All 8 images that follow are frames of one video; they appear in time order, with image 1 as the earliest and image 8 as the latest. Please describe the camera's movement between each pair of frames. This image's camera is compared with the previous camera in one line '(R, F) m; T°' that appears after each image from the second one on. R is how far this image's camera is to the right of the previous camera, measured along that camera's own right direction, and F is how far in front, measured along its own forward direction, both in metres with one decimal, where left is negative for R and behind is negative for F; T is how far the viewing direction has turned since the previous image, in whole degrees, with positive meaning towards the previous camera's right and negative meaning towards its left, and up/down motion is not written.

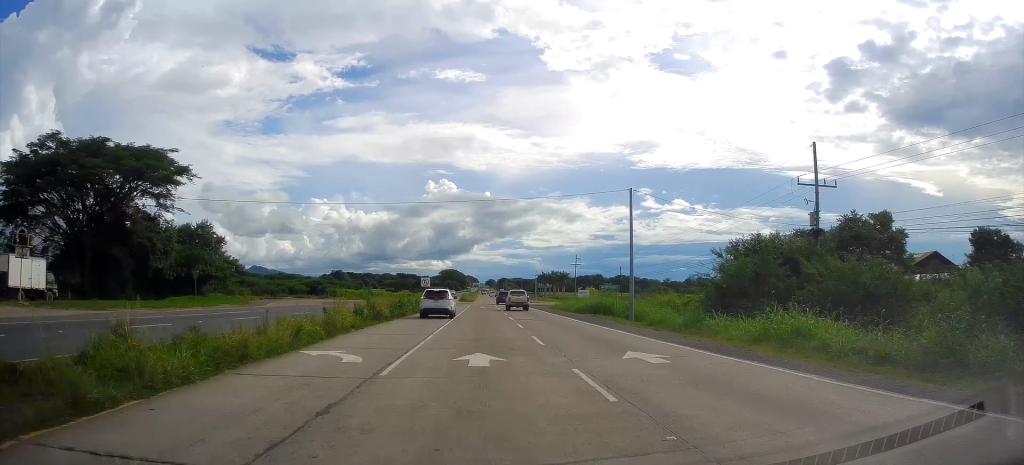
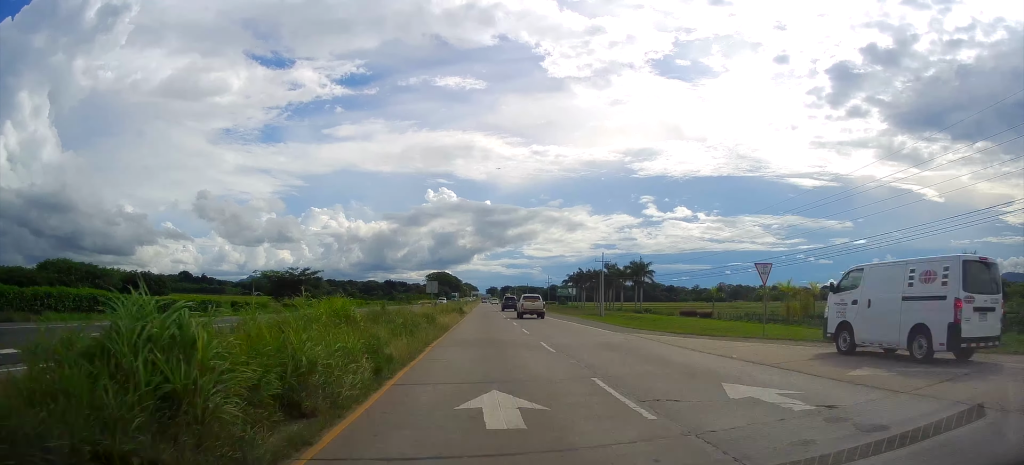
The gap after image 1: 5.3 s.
(-0.4, +135.1) m; -1°
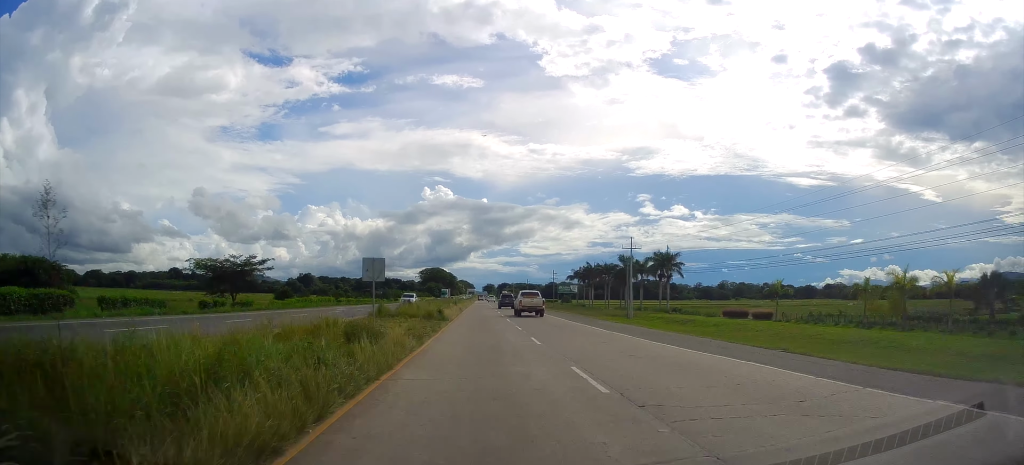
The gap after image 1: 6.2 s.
(0.0, +24.1) m; 0°
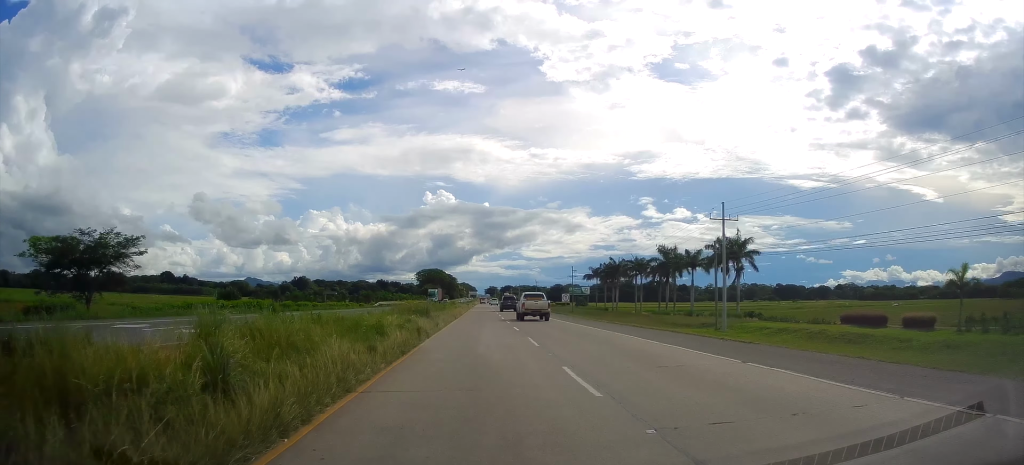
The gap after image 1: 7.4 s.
(+0.2, +33.2) m; 0°
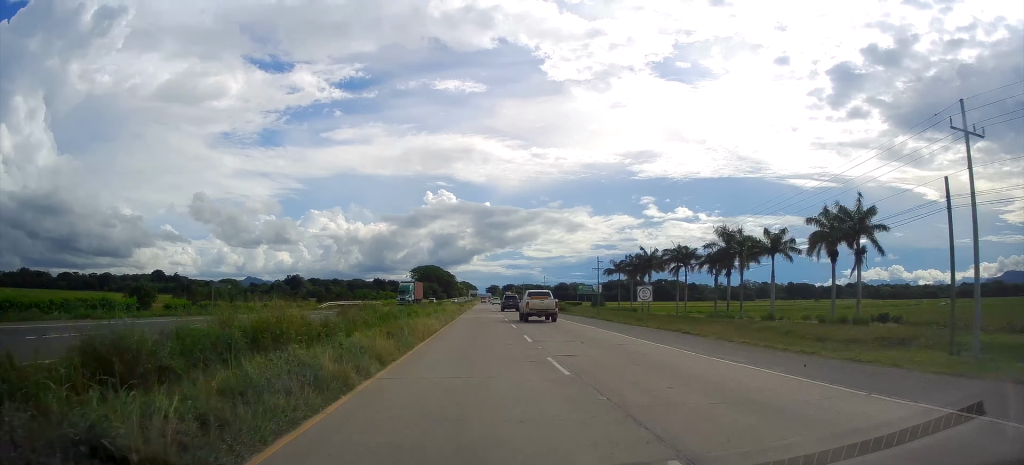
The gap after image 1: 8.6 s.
(+0.2, +31.1) m; 0°
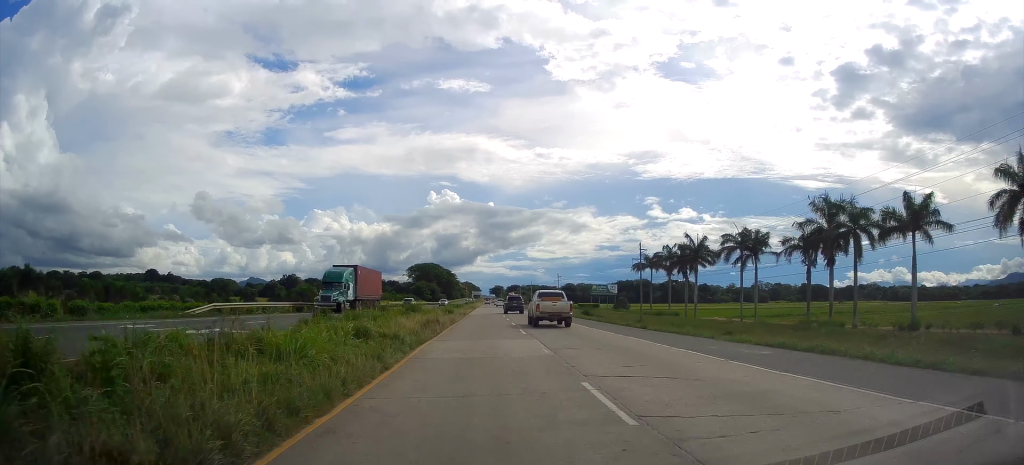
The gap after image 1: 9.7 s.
(-0.2, +29.0) m; 0°
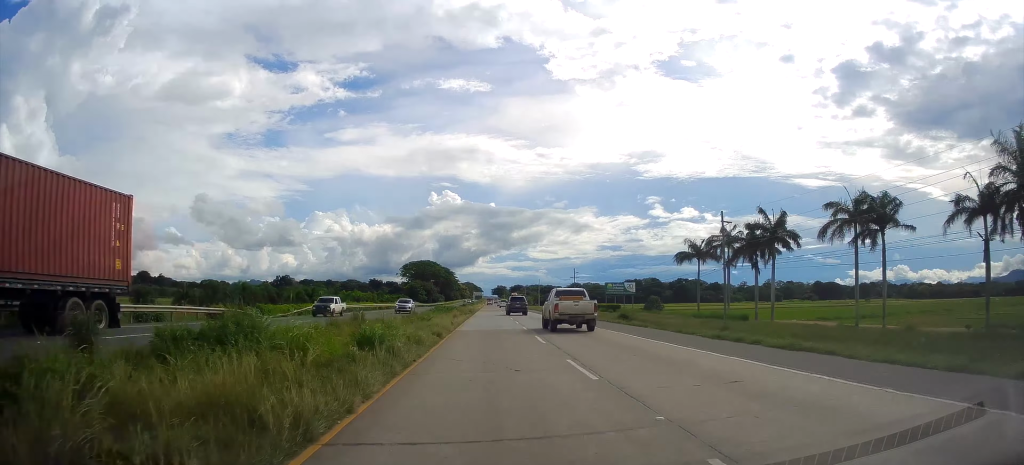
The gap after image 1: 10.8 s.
(-0.1, +29.0) m; 0°
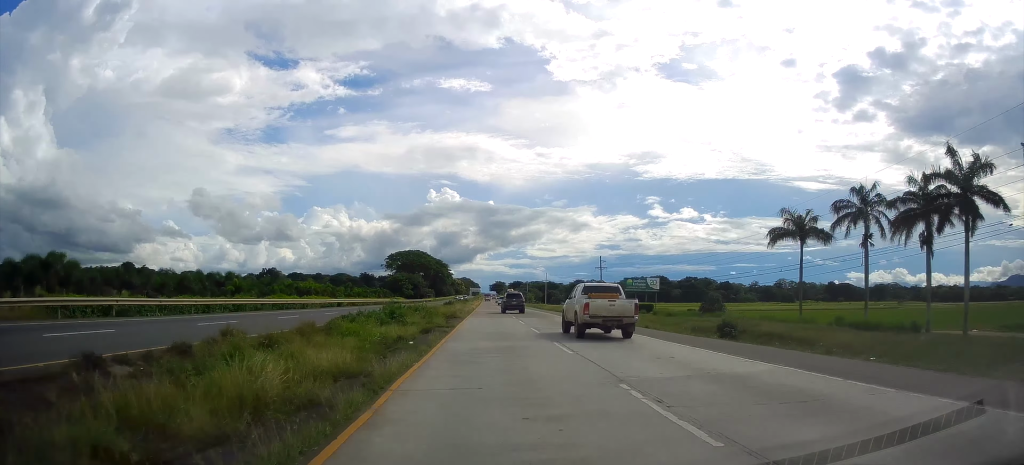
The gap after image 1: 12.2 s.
(0.0, +37.9) m; 0°
